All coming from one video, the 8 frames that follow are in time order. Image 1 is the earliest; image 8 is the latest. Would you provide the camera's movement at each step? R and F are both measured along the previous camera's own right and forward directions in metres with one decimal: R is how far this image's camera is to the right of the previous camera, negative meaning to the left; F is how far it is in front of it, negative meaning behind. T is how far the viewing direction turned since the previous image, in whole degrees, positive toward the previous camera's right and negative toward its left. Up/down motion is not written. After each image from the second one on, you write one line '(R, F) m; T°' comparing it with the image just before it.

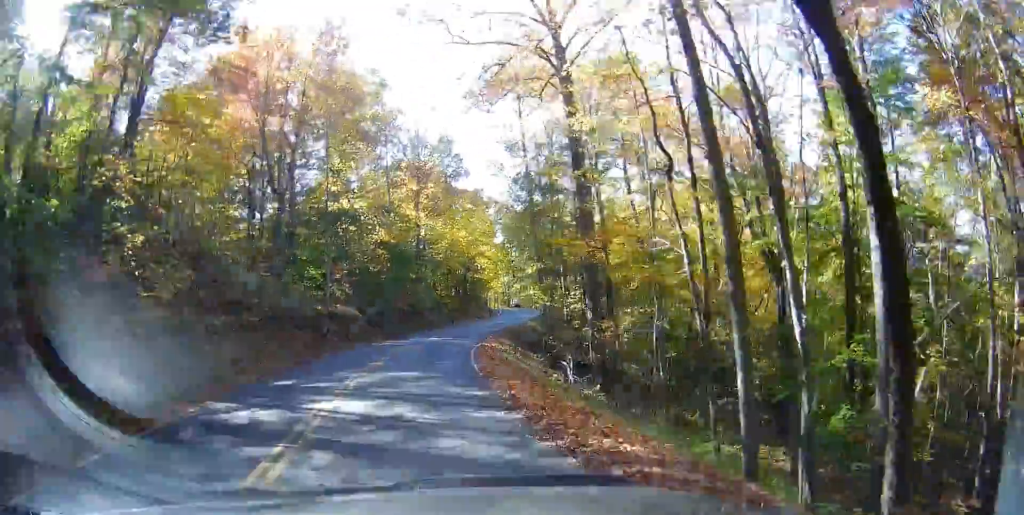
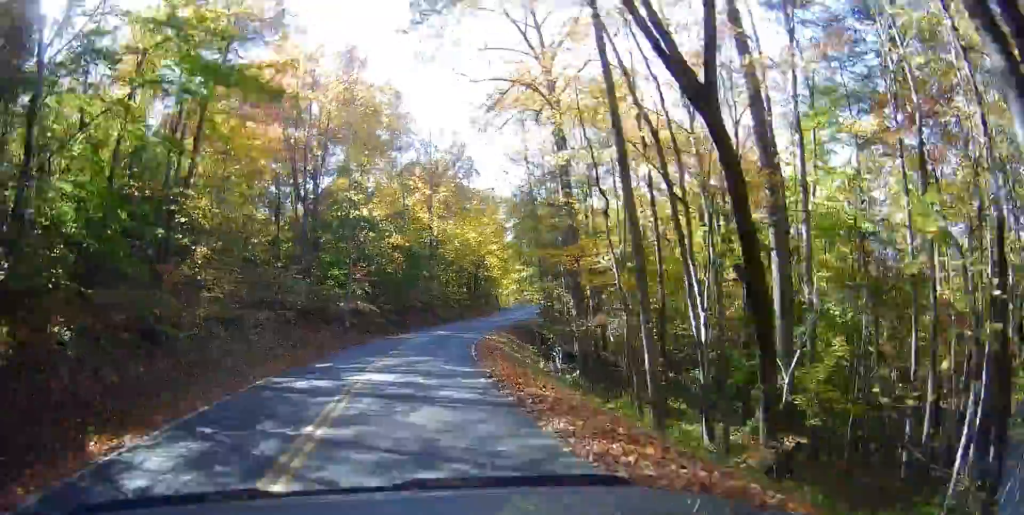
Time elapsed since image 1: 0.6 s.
(+0.1, +5.1) m; +1°
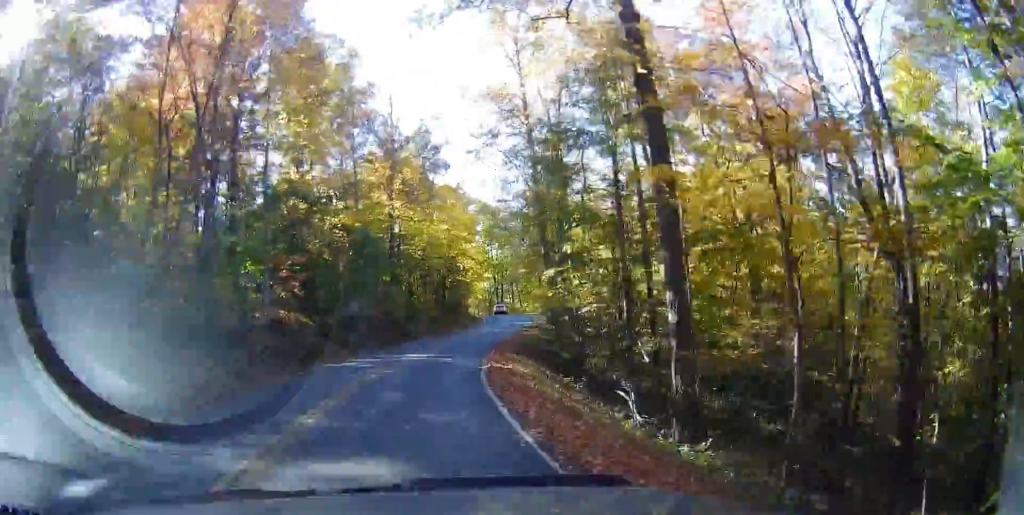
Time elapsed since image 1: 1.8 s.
(+0.1, +10.1) m; -4°
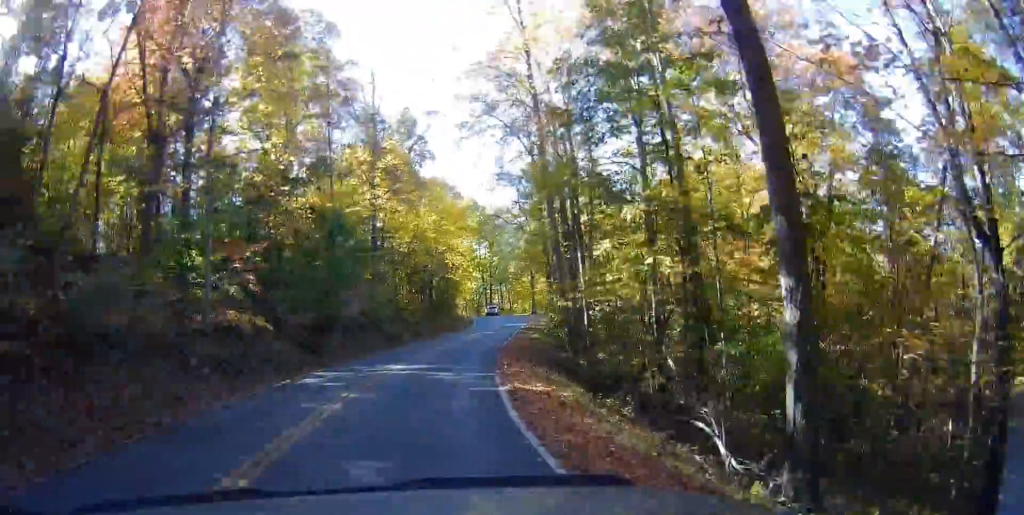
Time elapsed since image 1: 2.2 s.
(-0.2, +4.5) m; -2°
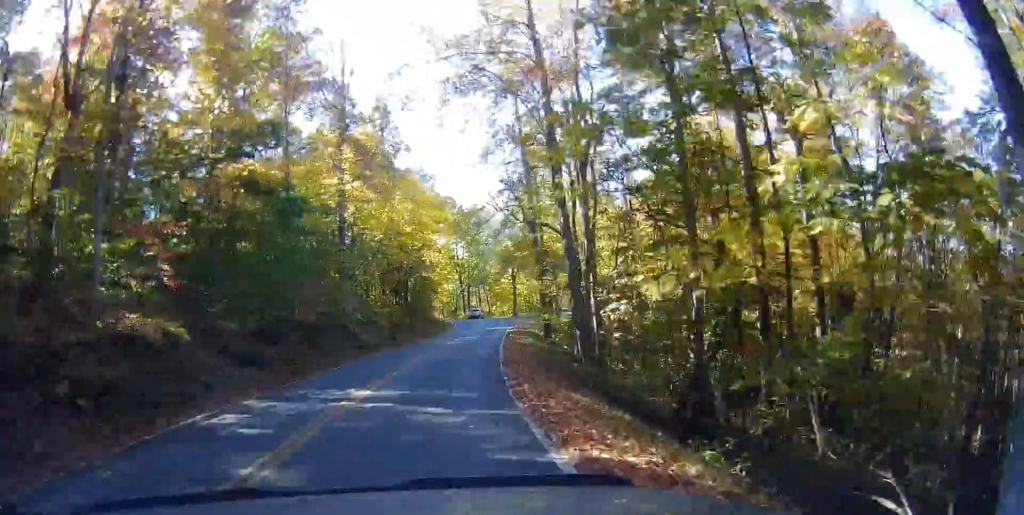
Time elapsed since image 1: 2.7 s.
(-0.3, +5.1) m; -2°
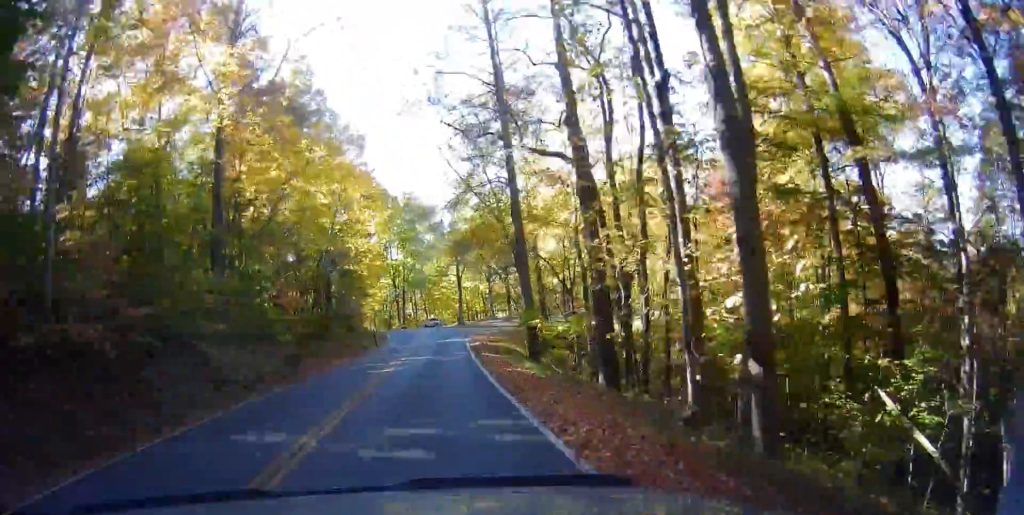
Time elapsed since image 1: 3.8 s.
(-0.3, +13.9) m; +4°
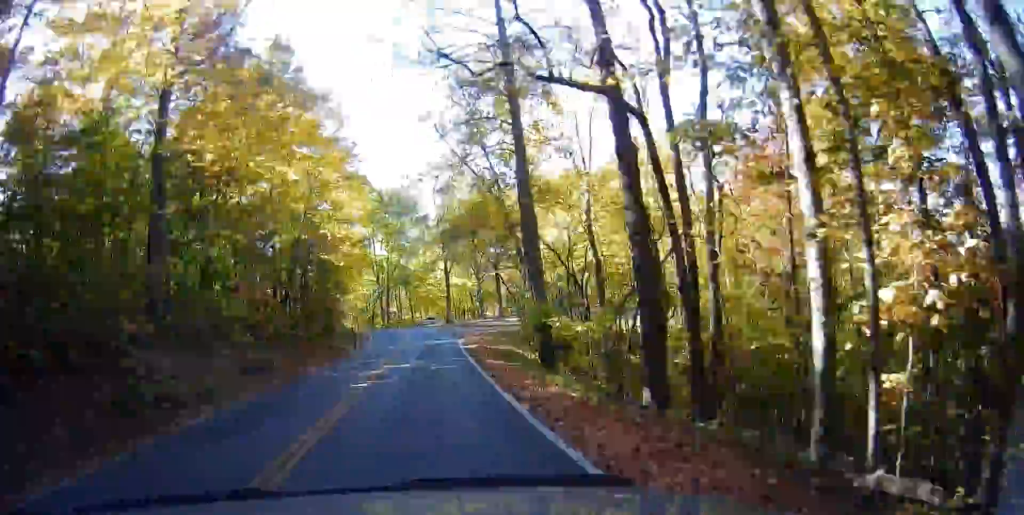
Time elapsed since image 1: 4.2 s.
(+0.3, +5.0) m; +1°
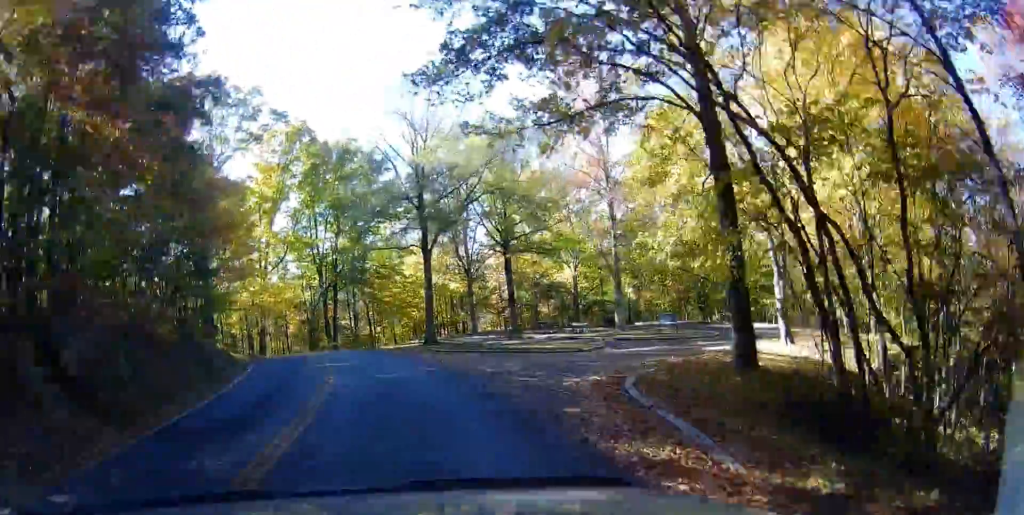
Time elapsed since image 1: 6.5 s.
(+0.2, +30.1) m; -2°
